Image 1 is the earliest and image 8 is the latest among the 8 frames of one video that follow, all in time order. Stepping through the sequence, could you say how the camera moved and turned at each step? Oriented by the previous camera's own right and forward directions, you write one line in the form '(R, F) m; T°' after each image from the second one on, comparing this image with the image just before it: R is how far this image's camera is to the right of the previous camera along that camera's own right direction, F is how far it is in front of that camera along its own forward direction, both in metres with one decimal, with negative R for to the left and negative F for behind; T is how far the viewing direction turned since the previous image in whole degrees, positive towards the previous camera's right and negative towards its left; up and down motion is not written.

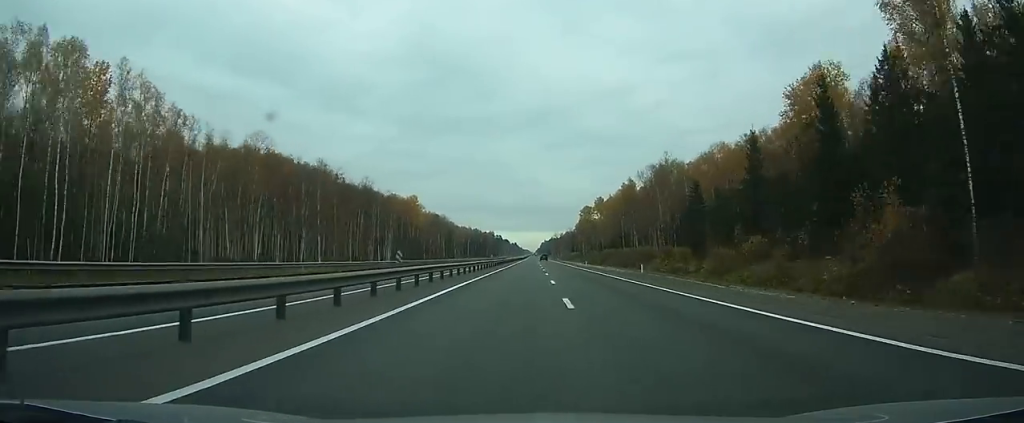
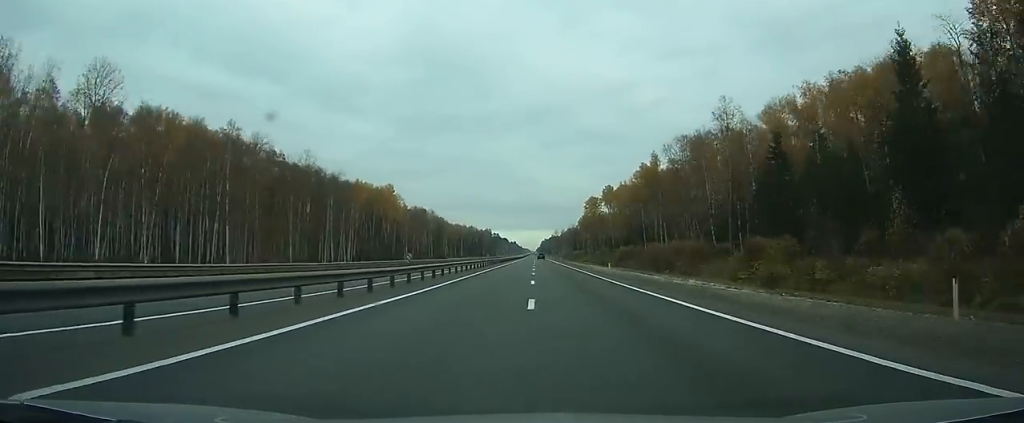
(0.0, +37.6) m; 0°
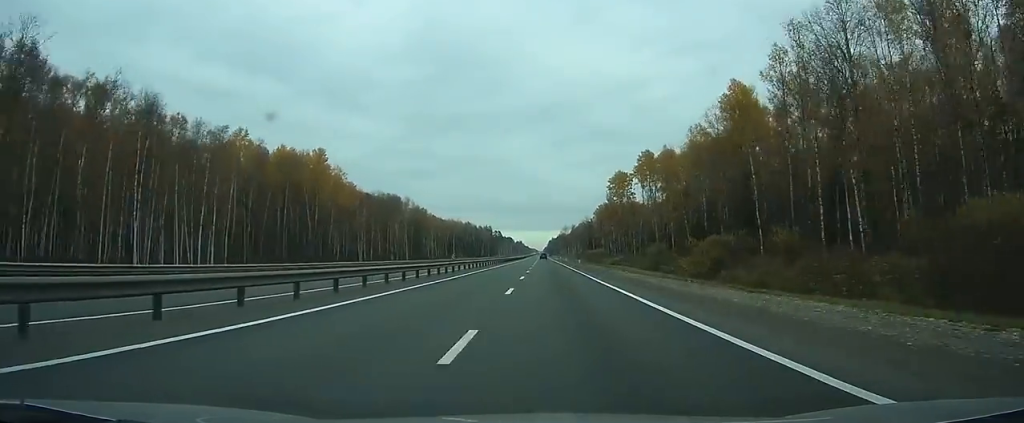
(-0.1, +68.4) m; 0°
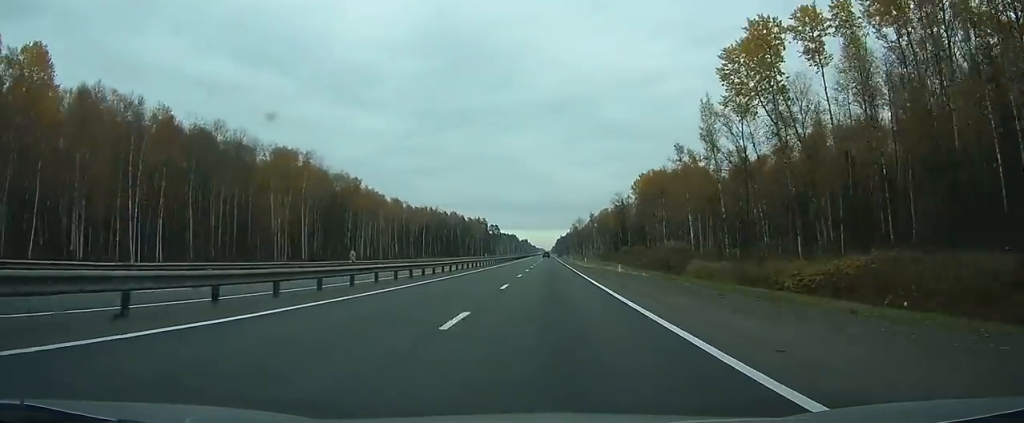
(-0.9, +102.2) m; -1°
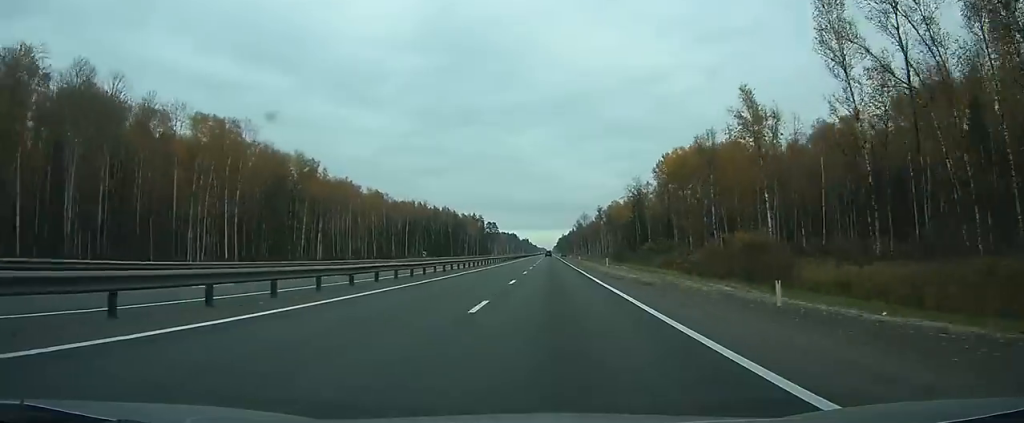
(0.0, +32.5) m; 0°
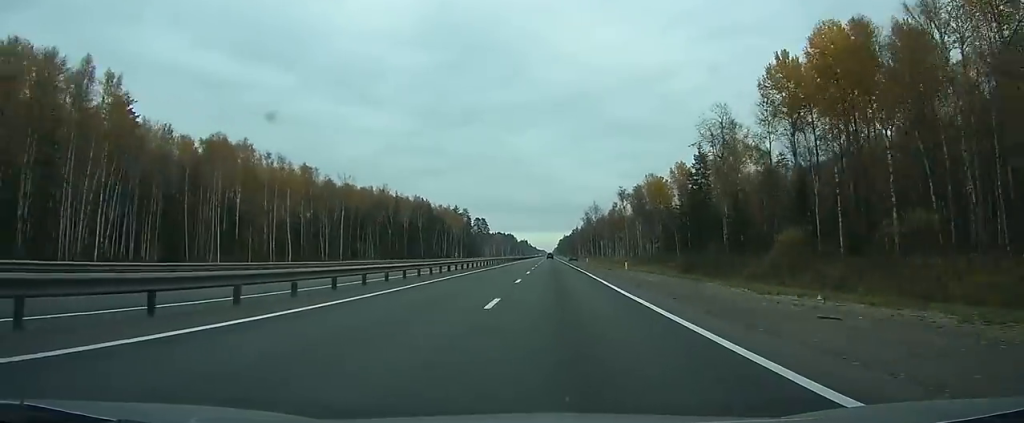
(0.0, +73.3) m; 0°
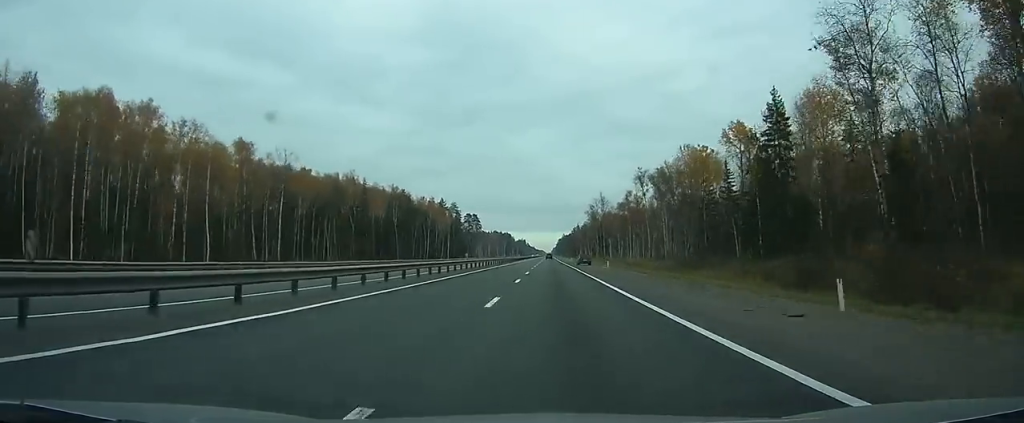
(0.0, +36.1) m; 0°
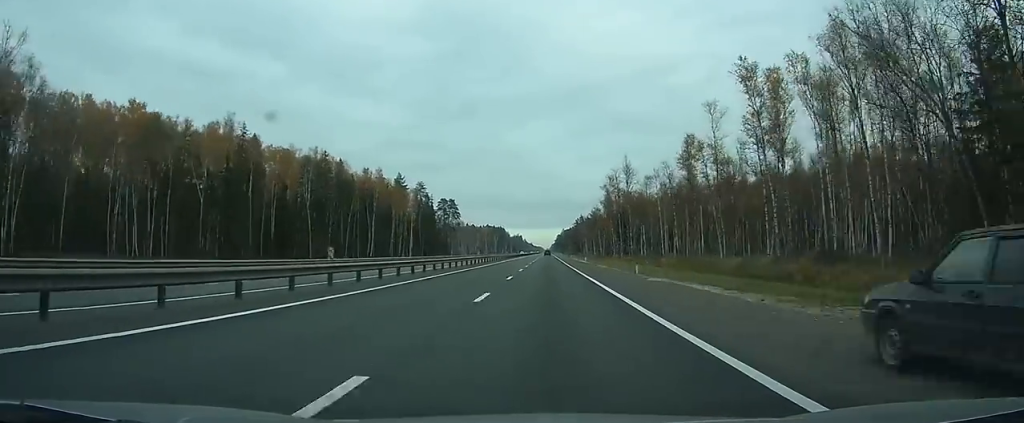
(0.0, +68.9) m; 0°
